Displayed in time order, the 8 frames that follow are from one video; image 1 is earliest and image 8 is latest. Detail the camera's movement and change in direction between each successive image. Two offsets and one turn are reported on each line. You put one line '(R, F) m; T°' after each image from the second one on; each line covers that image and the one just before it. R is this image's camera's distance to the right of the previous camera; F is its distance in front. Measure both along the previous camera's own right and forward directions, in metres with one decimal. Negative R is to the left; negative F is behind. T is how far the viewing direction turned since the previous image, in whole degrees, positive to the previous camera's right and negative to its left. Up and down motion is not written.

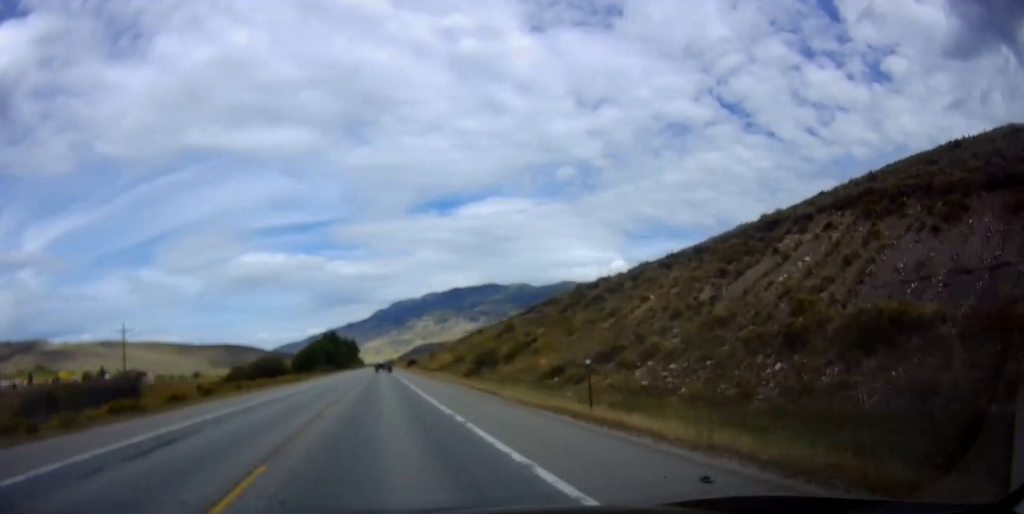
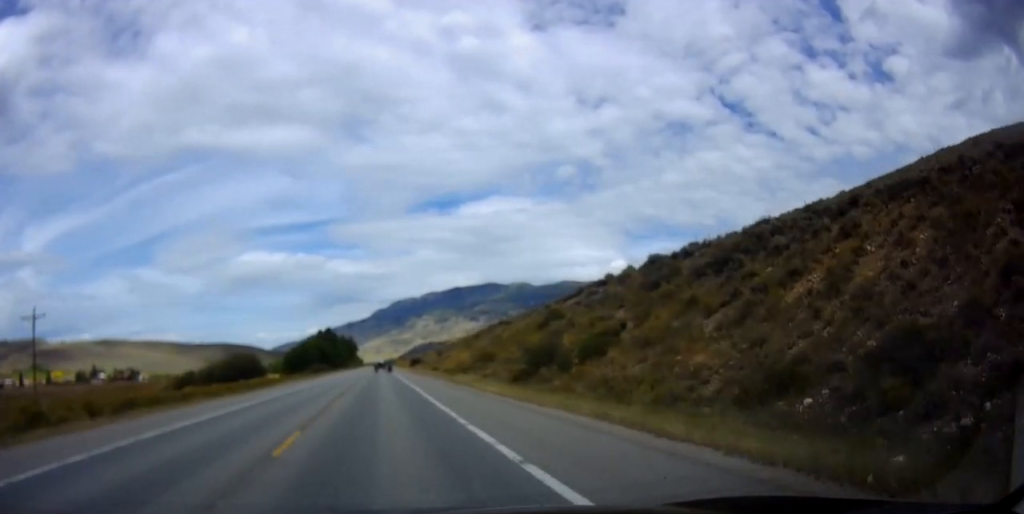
(0.0, +19.9) m; 0°
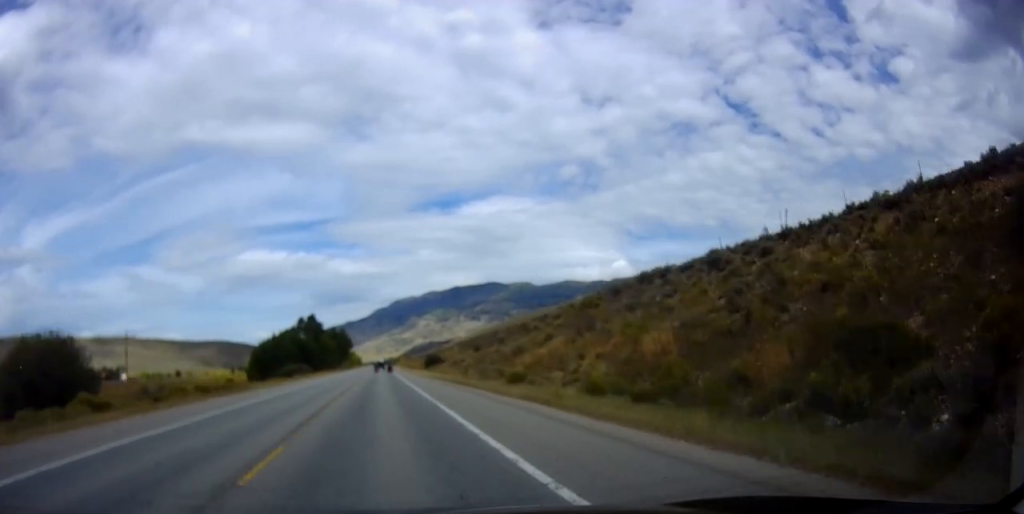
(0.0, +51.1) m; 0°
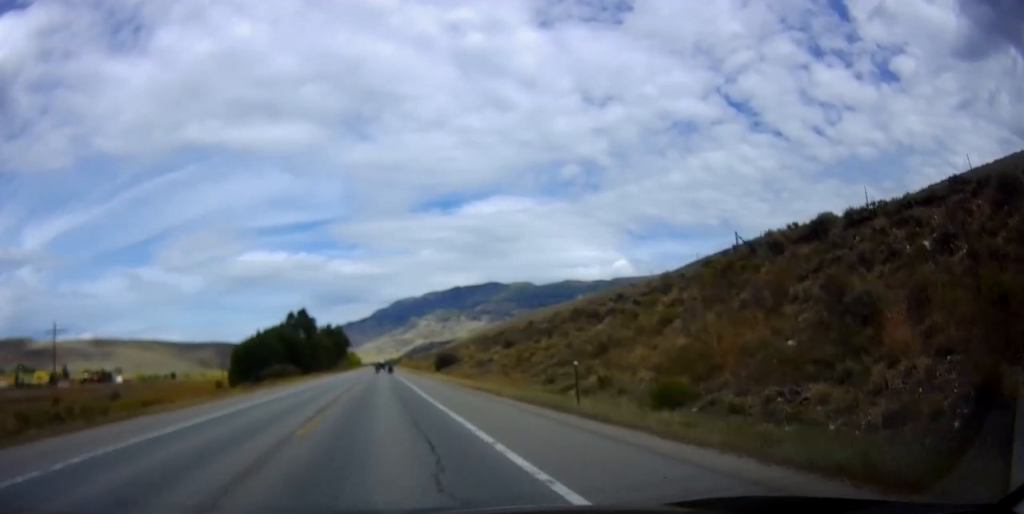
(0.0, +19.4) m; 0°
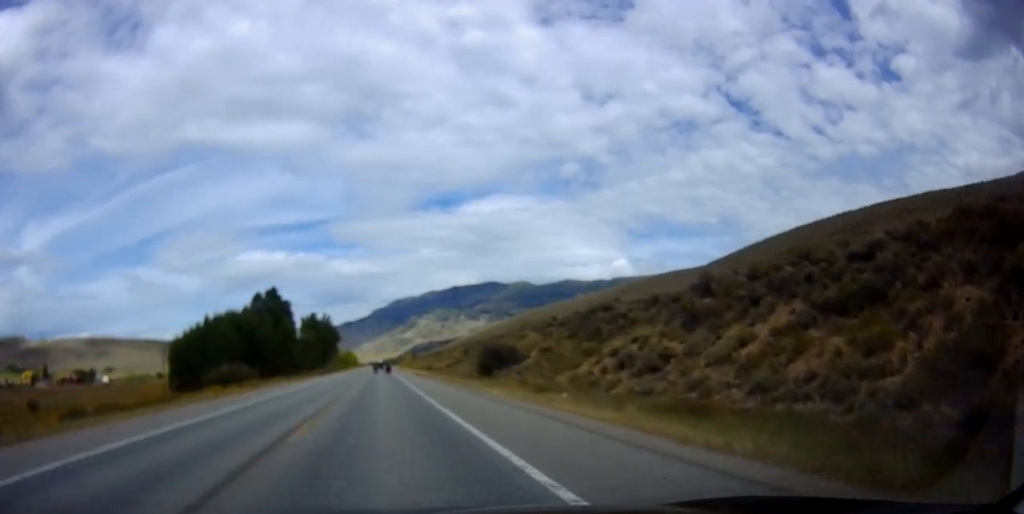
(+0.2, +37.8) m; +1°
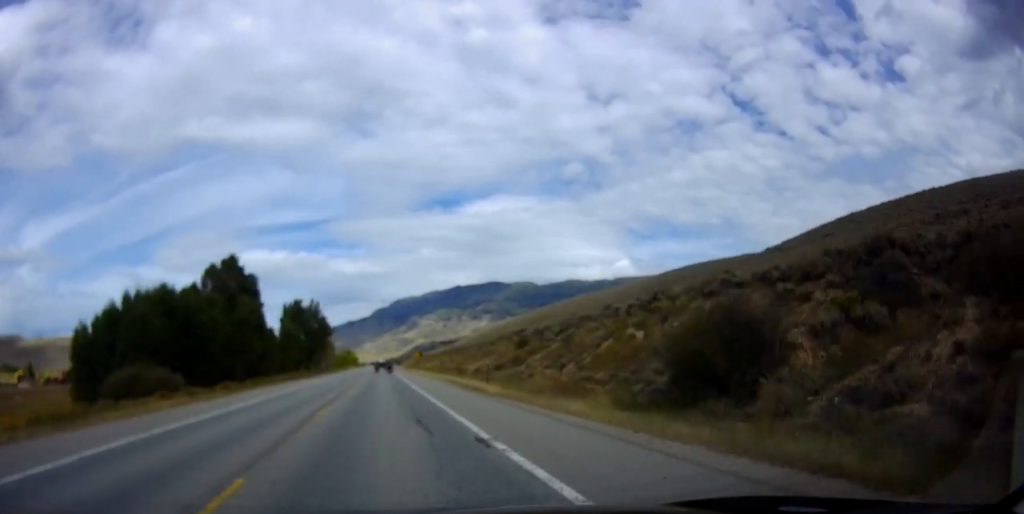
(+0.4, +30.4) m; 0°
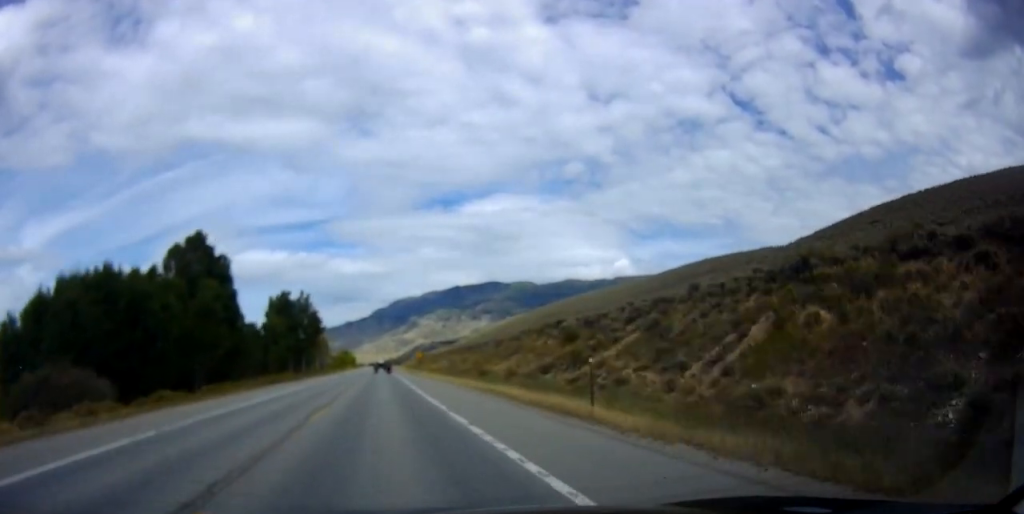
(0.0, +14.0) m; 0°
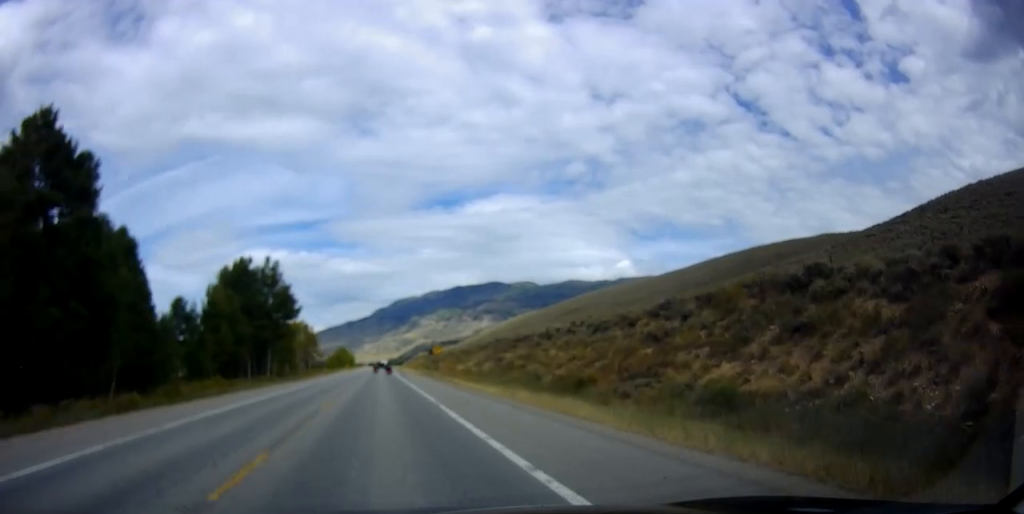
(-0.5, +32.1) m; -1°
